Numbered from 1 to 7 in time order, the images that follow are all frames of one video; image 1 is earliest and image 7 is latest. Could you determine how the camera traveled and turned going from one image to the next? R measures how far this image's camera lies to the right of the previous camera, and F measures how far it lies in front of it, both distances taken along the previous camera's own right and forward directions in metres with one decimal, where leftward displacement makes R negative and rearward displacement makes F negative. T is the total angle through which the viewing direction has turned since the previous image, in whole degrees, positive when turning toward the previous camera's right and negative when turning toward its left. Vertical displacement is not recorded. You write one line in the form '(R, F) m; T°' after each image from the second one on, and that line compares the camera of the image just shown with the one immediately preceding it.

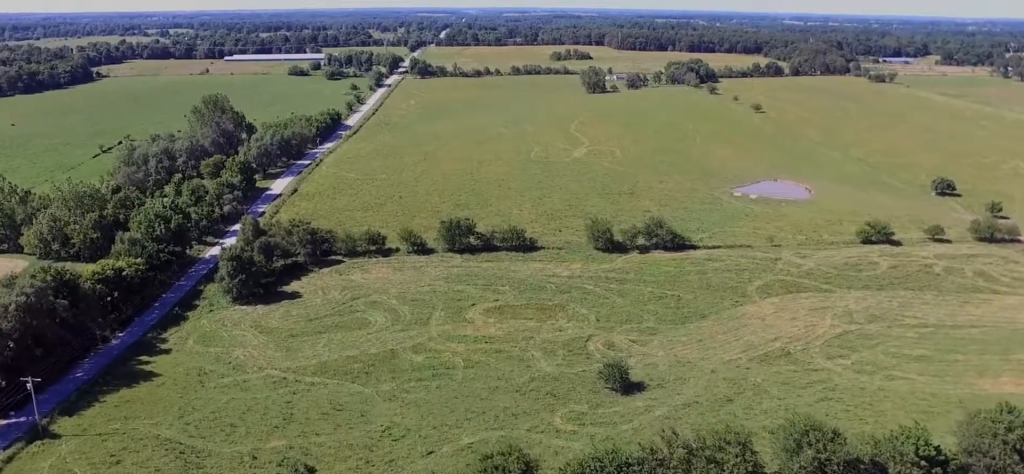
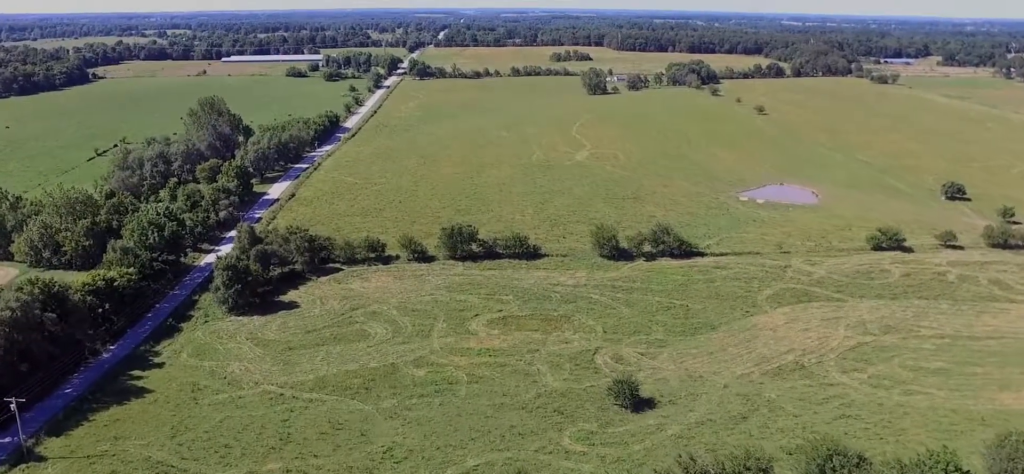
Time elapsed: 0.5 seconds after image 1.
(-0.1, +5.8) m; -1°
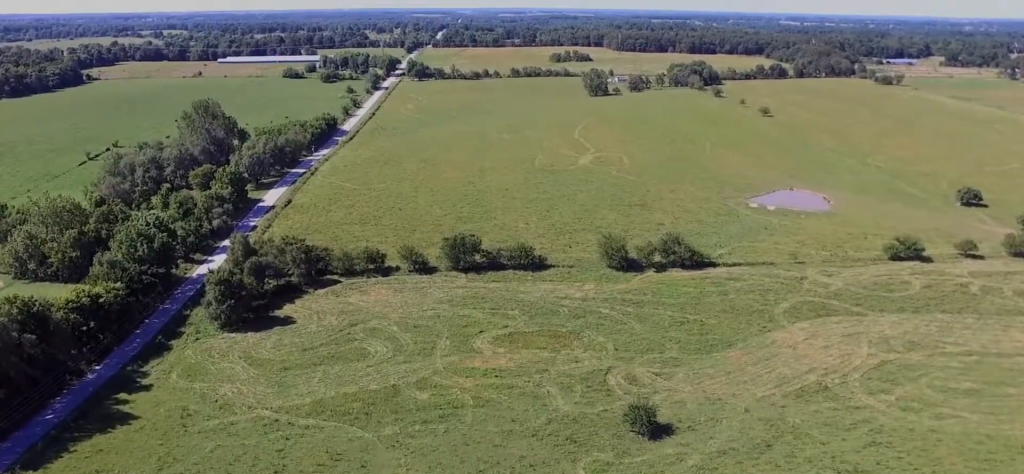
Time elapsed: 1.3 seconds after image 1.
(-0.1, +8.9) m; -2°
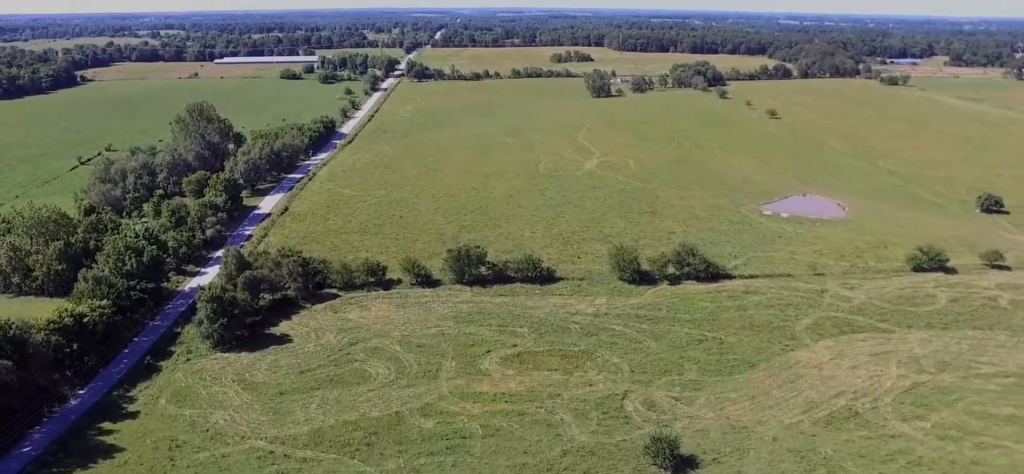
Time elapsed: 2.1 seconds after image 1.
(-0.1, +9.5) m; -1°
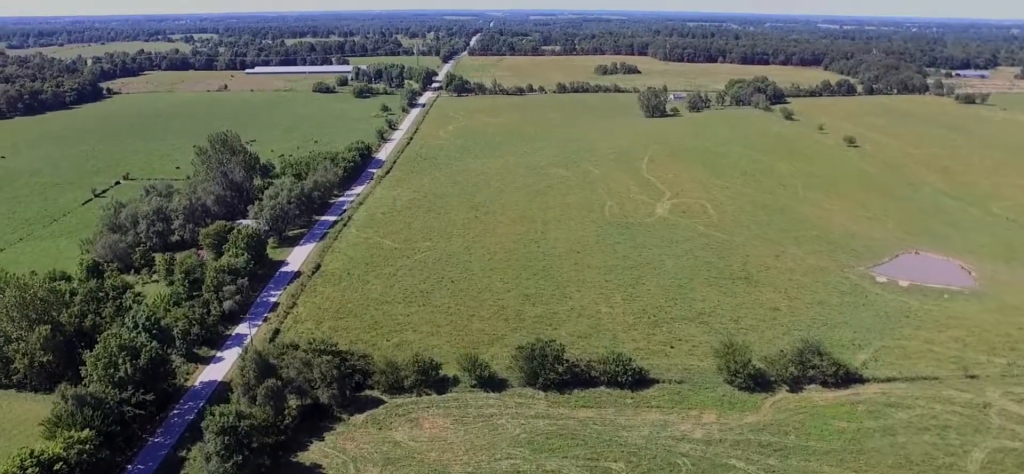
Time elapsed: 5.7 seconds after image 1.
(+0.2, +38.5) m; +2°
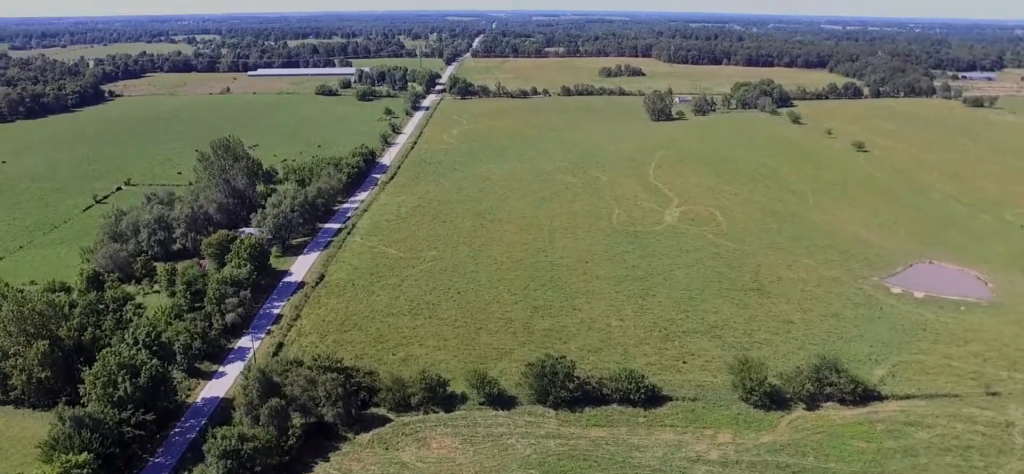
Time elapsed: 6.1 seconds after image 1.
(0.0, +4.5) m; 0°
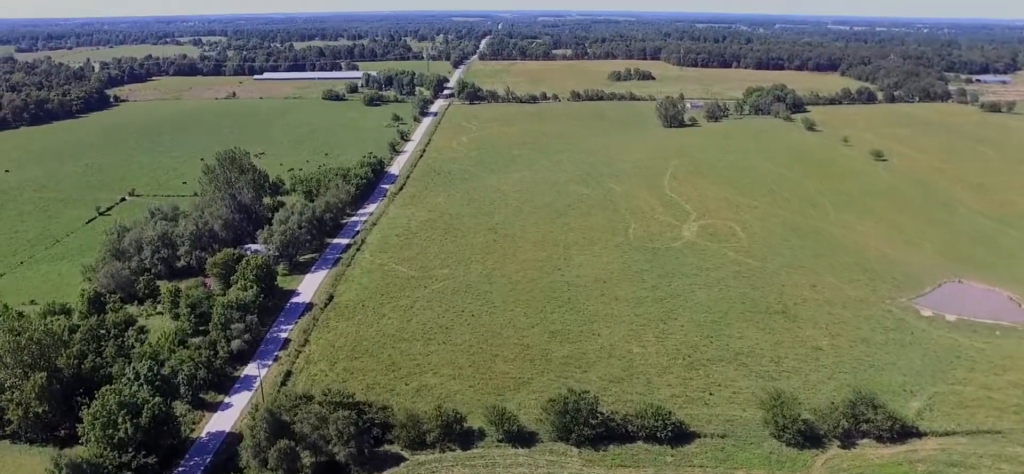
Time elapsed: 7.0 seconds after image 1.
(0.0, +8.7) m; -1°
